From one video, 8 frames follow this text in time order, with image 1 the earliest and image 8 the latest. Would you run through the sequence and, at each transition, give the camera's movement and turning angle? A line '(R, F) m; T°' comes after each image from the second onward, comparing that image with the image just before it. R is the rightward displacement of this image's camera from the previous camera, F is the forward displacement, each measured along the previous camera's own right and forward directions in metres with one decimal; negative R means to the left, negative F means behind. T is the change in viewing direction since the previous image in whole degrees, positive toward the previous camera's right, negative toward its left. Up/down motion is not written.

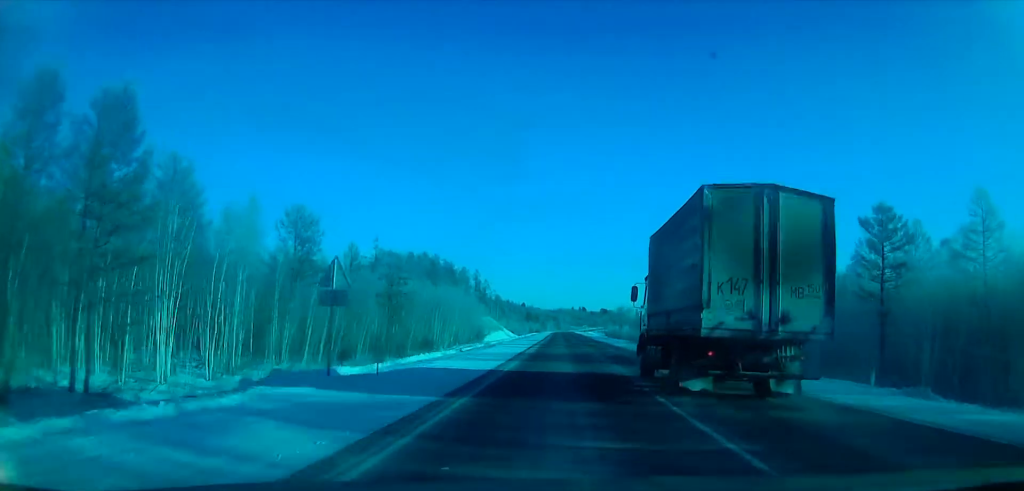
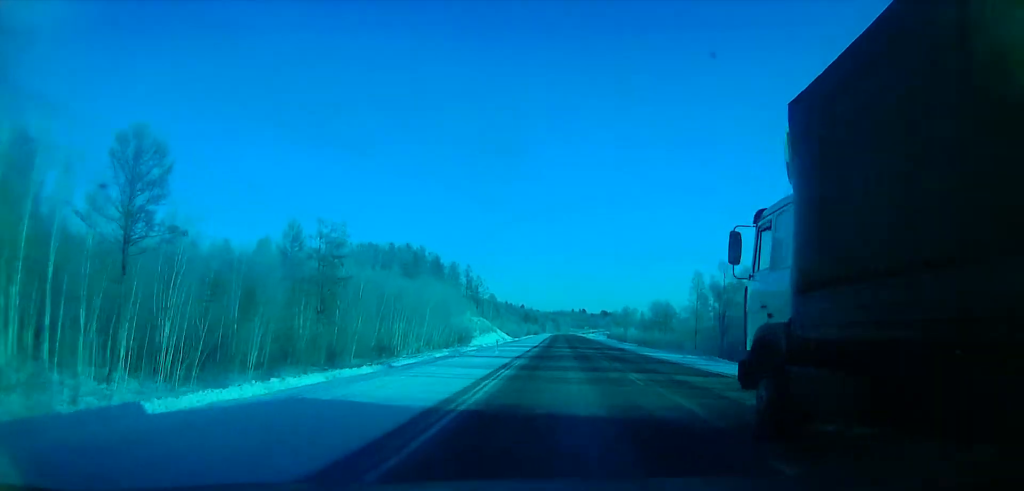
(-0.6, +26.1) m; 0°
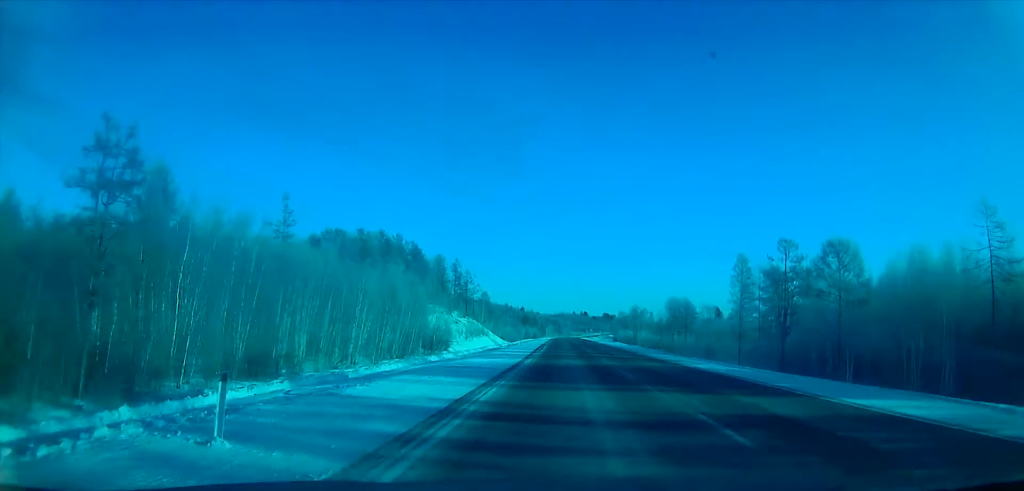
(+0.4, +32.8) m; +1°
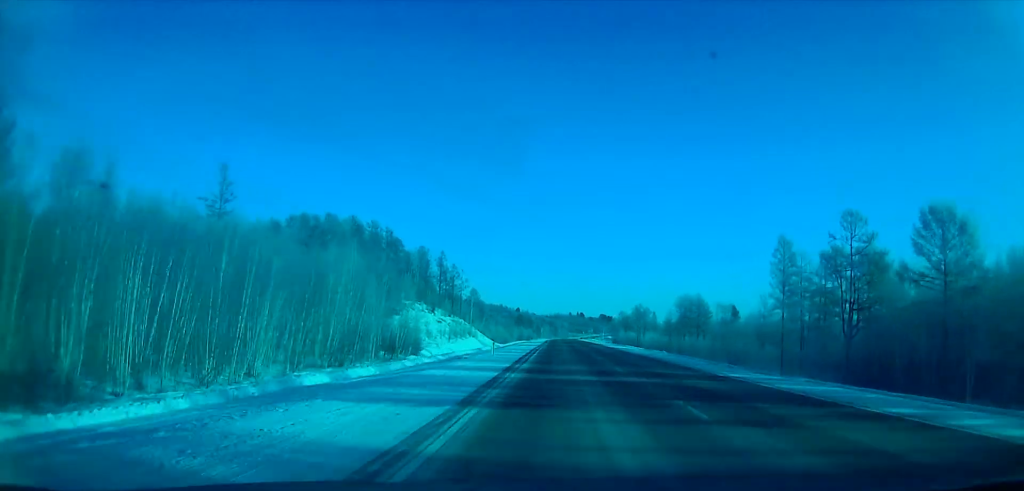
(+0.4, +21.9) m; +1°
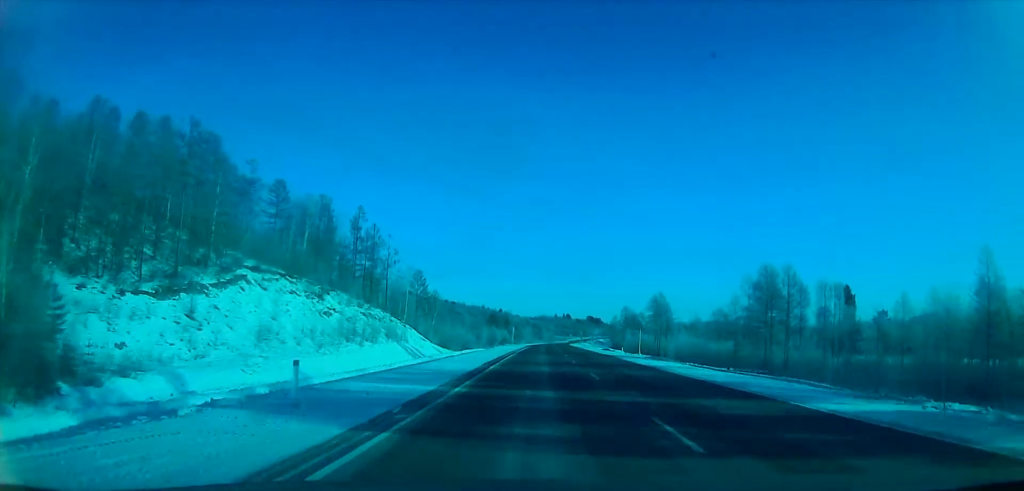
(+0.1, +74.6) m; 0°
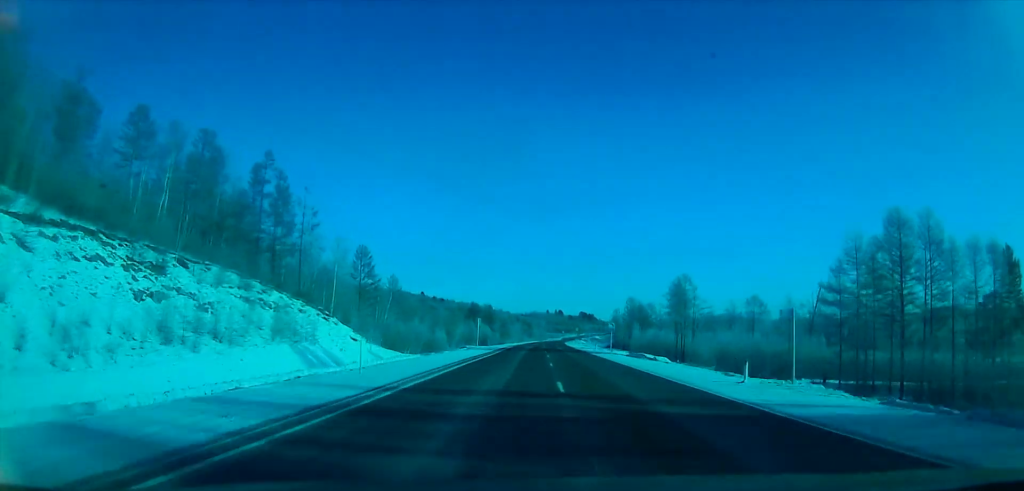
(-0.3, +40.5) m; 0°
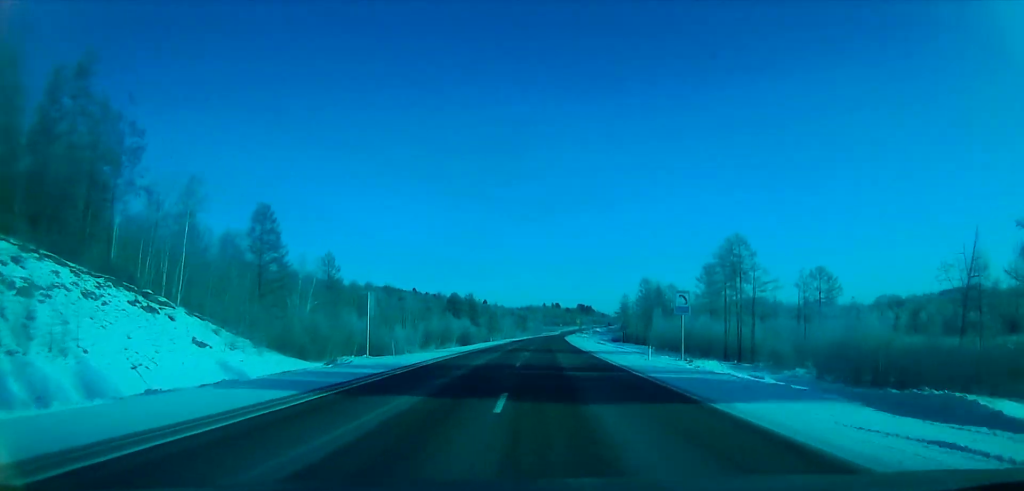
(+0.3, +40.4) m; +1°
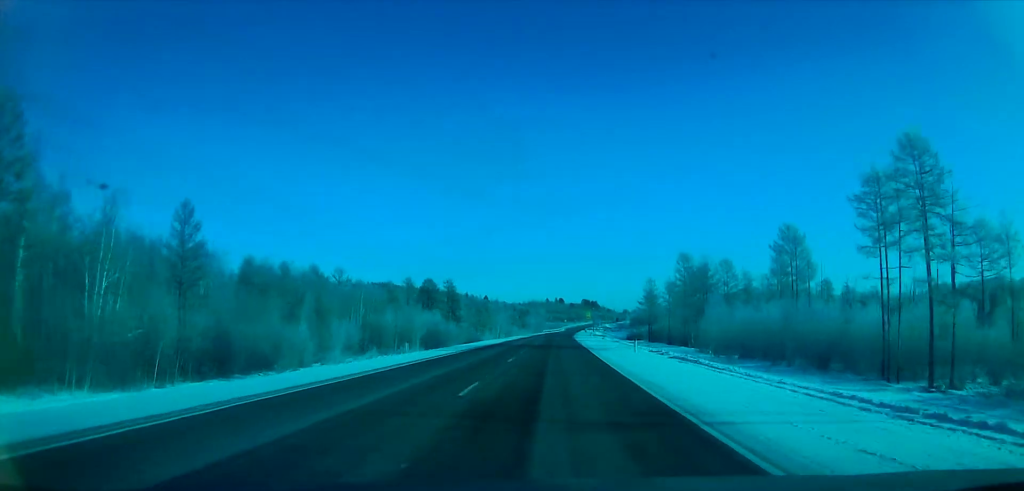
(+0.2, +47.8) m; +1°
